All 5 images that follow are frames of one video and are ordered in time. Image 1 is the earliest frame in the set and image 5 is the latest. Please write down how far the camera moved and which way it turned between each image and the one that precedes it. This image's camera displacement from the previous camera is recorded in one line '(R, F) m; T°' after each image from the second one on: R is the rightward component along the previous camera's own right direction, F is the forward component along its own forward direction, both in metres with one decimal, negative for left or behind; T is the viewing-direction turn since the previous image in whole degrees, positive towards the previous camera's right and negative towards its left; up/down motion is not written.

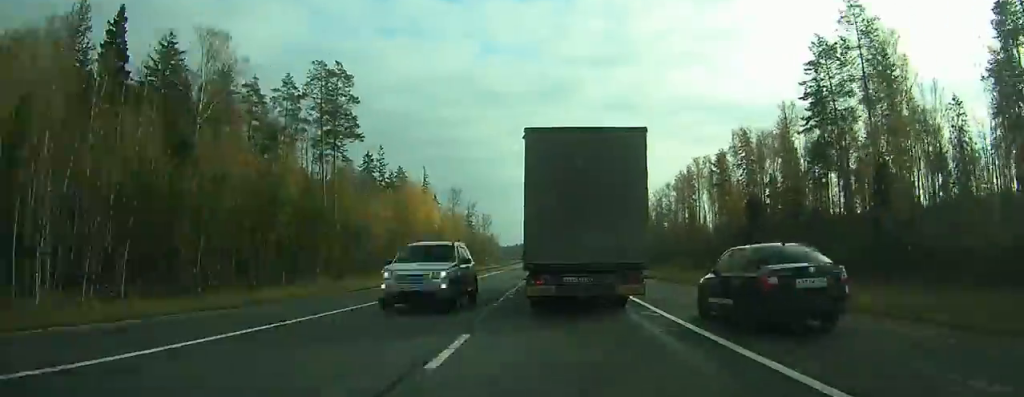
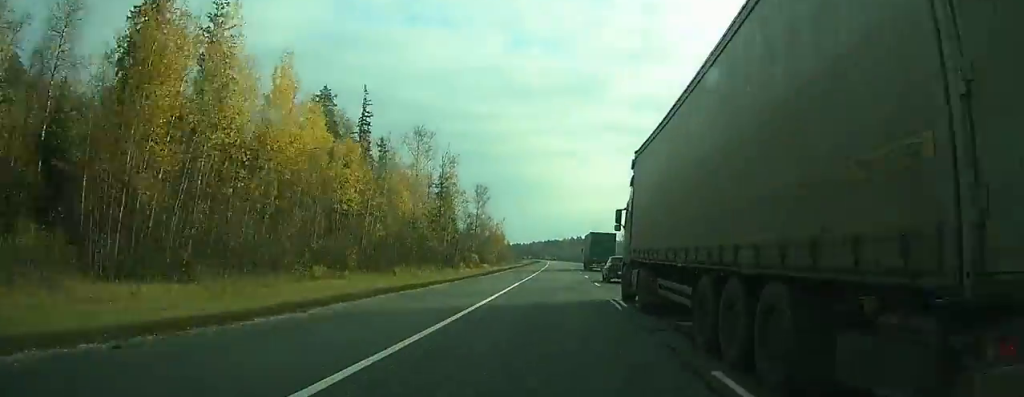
(-1.4, +85.4) m; -1°
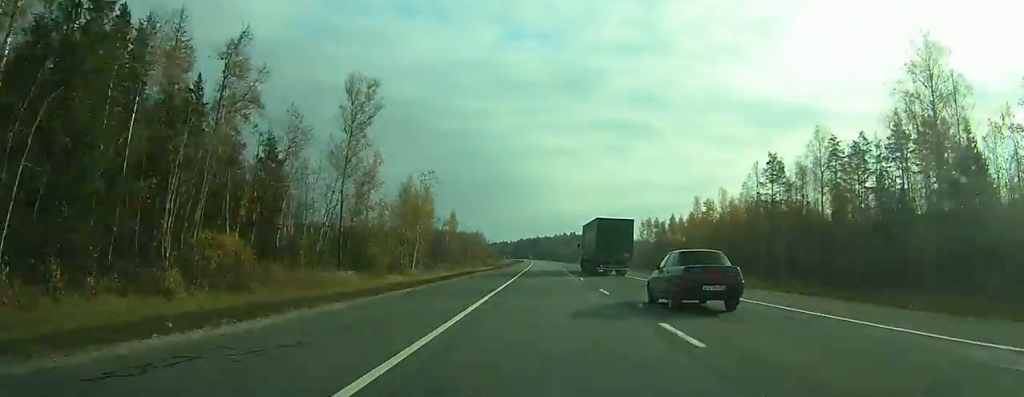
(+0.8, +83.0) m; +1°
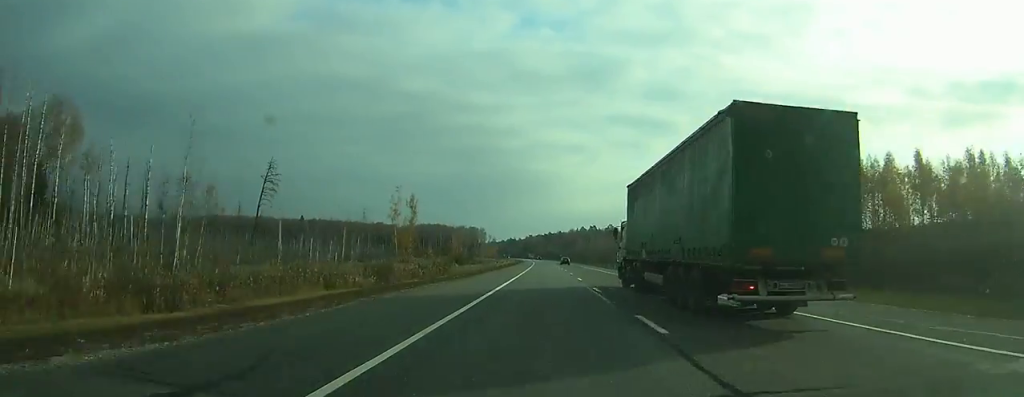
(-0.4, +113.2) m; -1°
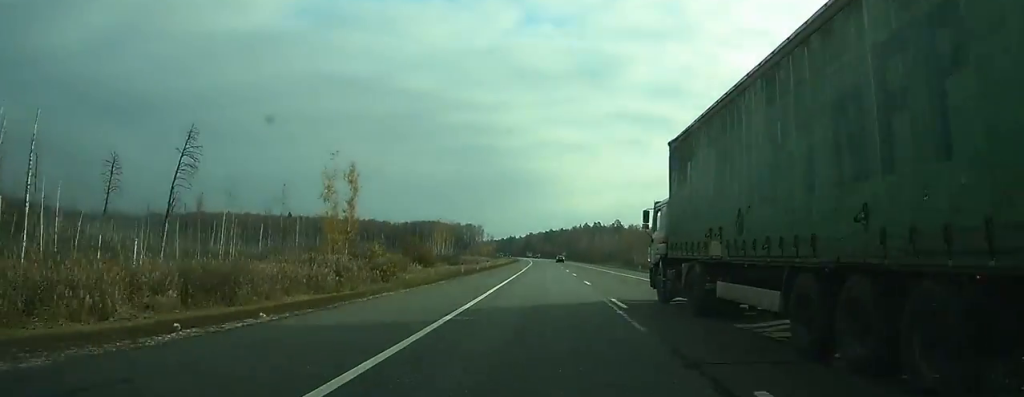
(-0.1, +30.5) m; 0°
